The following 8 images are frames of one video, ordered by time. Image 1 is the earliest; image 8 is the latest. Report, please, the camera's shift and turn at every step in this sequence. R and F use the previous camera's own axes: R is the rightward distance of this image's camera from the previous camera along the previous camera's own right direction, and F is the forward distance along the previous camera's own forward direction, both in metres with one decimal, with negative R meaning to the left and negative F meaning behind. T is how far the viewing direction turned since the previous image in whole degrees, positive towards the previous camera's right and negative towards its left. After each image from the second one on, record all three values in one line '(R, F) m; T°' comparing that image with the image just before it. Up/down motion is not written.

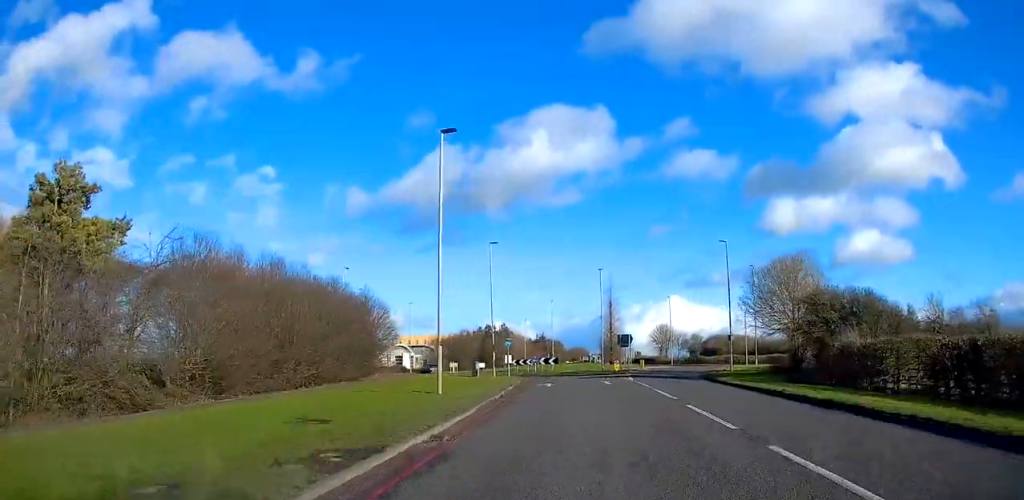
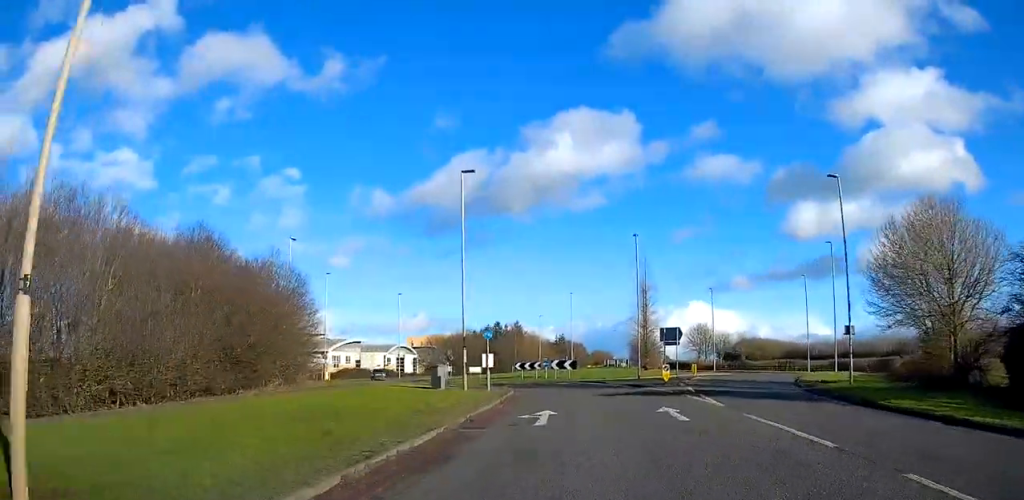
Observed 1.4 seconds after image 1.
(-0.3, +19.9) m; -3°
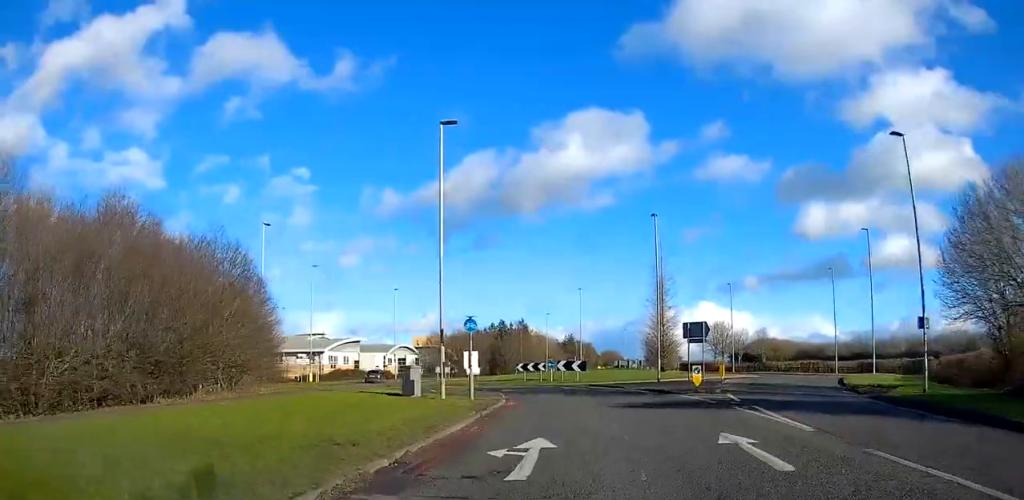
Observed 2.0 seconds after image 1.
(-0.2, +6.9) m; -2°
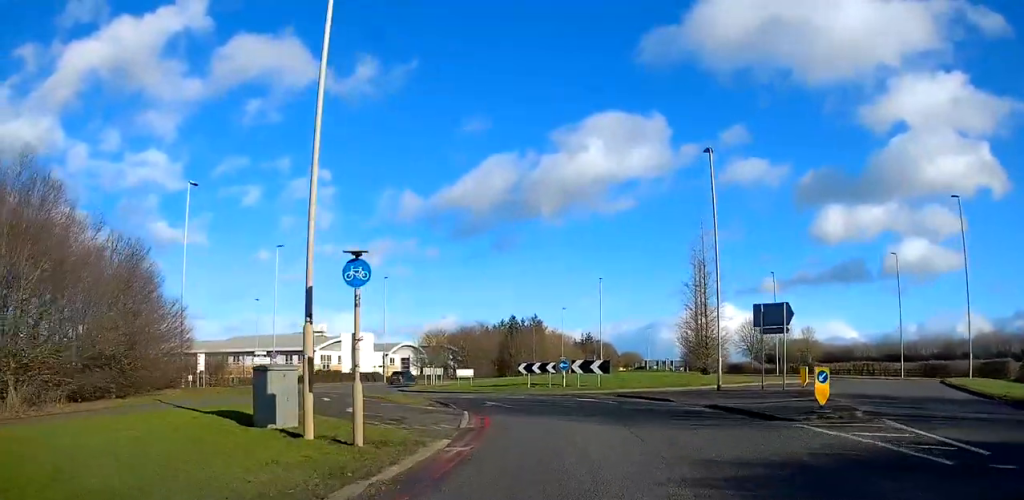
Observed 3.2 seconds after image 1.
(-0.3, +12.9) m; -2°
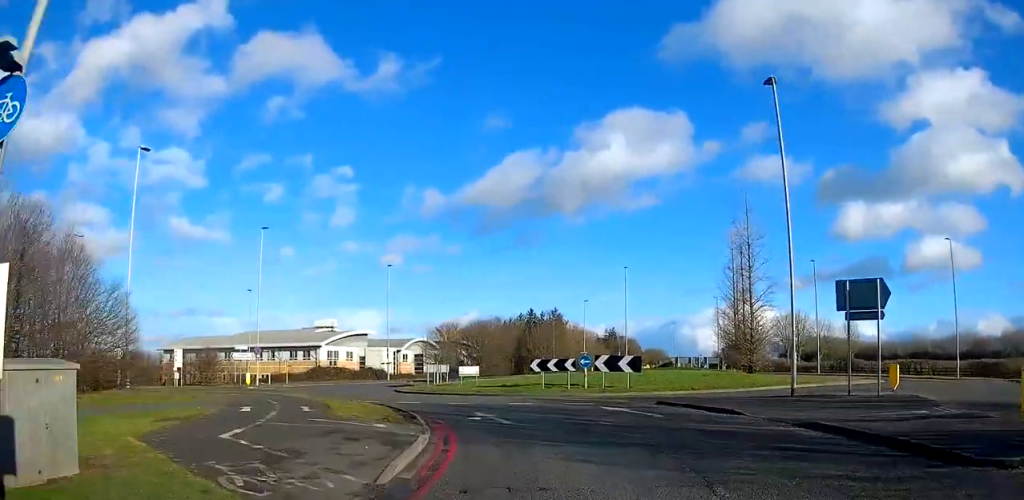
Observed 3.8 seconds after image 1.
(-0.1, +6.8) m; -2°
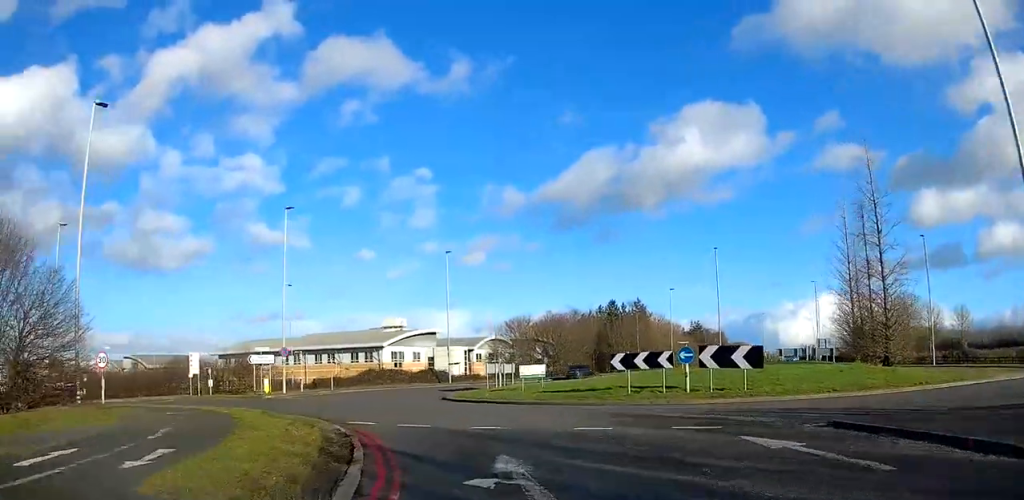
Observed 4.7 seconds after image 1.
(-0.2, +8.7) m; -6°
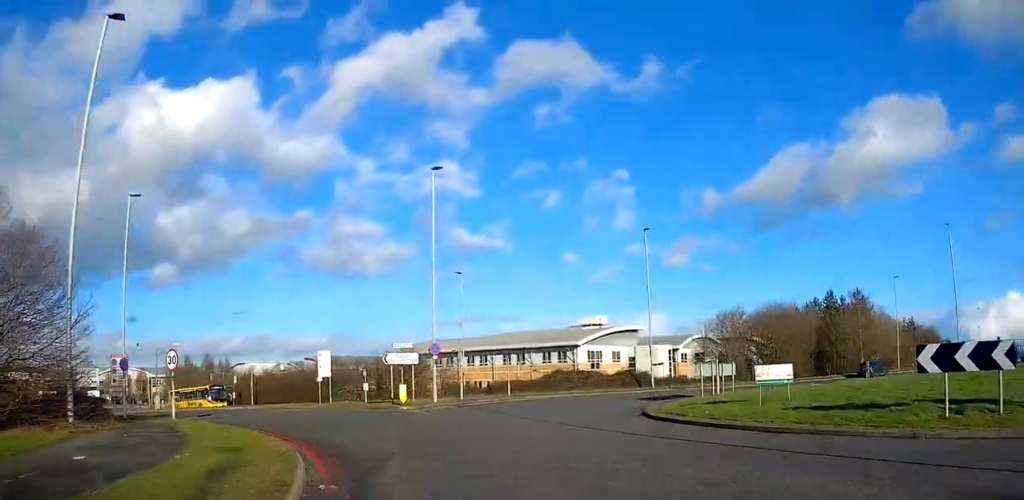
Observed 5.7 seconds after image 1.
(-0.8, +10.0) m; -12°
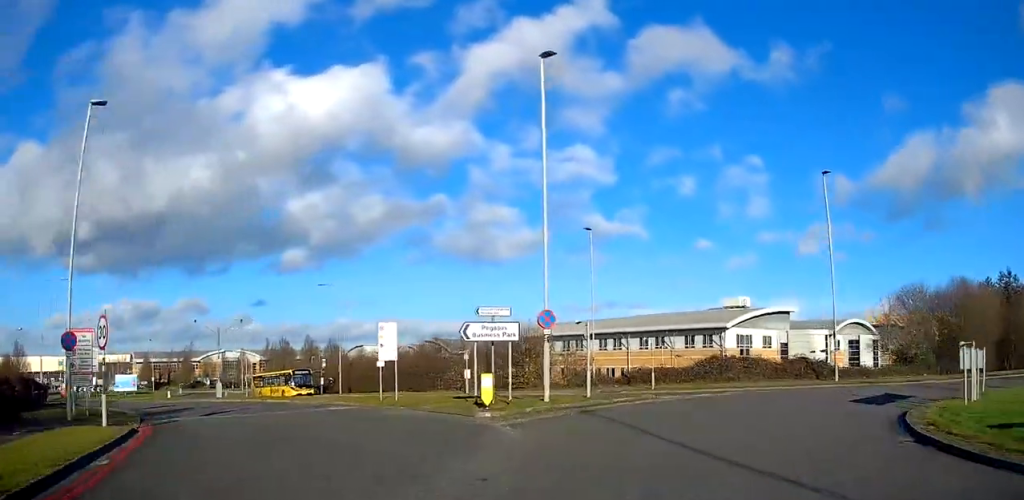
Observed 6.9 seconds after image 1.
(-1.9, +11.7) m; -10°
